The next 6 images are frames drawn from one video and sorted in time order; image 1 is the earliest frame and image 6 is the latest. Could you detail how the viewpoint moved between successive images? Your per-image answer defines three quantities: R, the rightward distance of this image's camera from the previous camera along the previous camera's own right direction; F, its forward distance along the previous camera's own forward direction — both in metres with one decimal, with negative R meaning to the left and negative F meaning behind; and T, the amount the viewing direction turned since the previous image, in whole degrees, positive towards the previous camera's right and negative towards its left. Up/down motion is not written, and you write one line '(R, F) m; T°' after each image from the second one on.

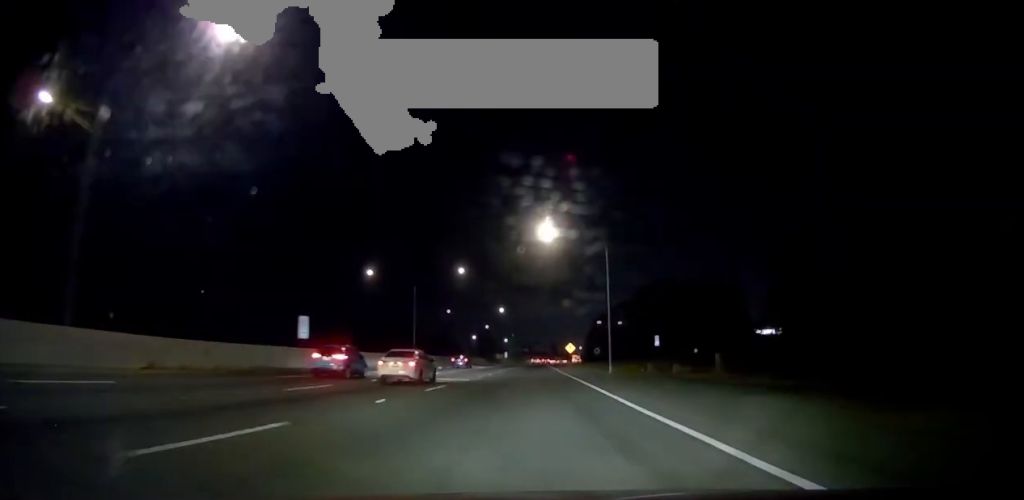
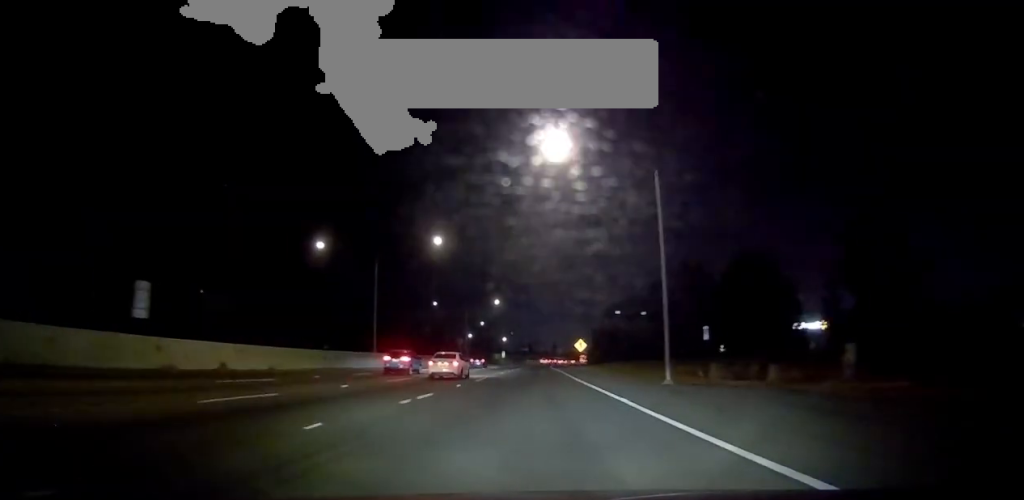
(+0.3, +19.9) m; 0°
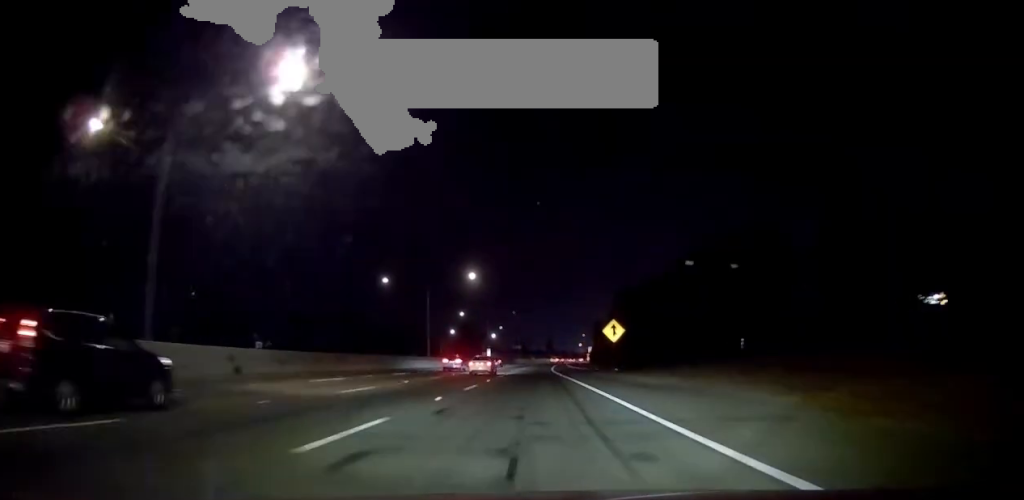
(-0.9, +37.3) m; -1°
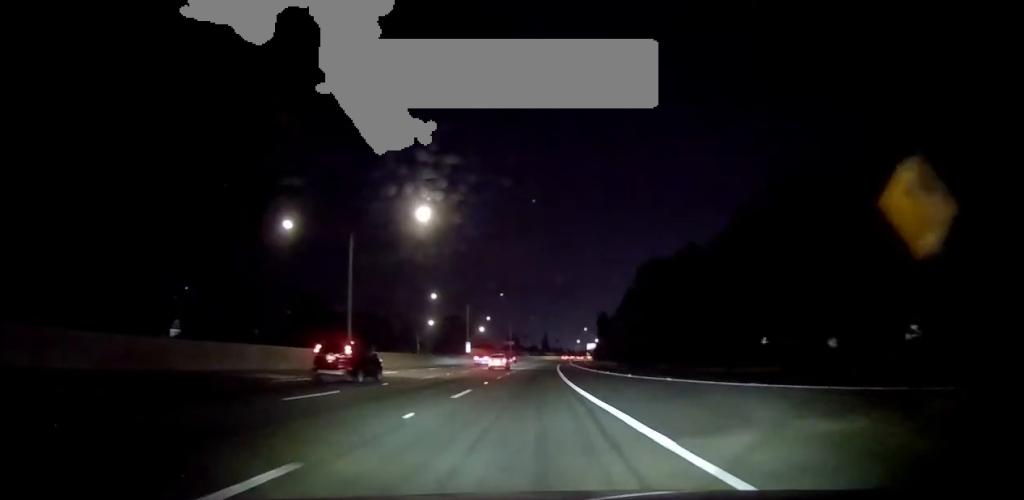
(+0.1, +35.9) m; +1°
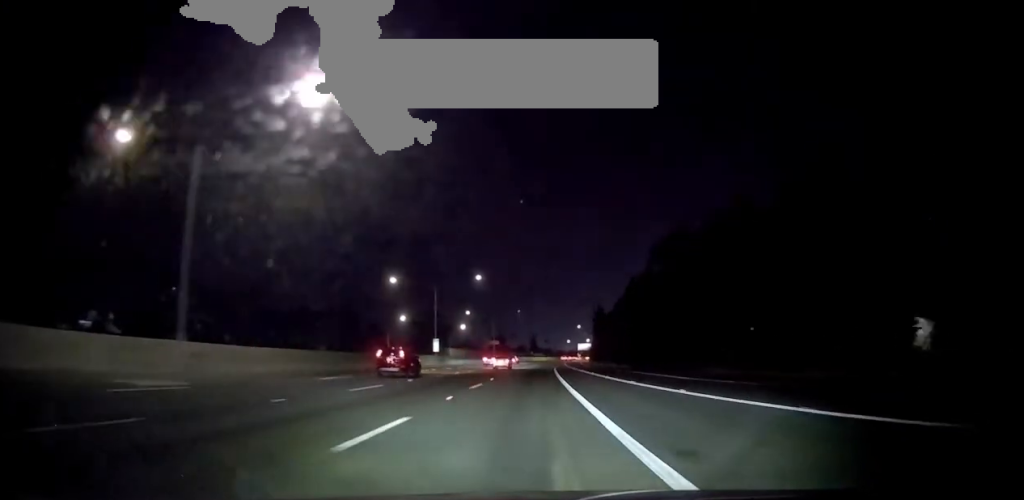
(+0.6, +24.6) m; +3°
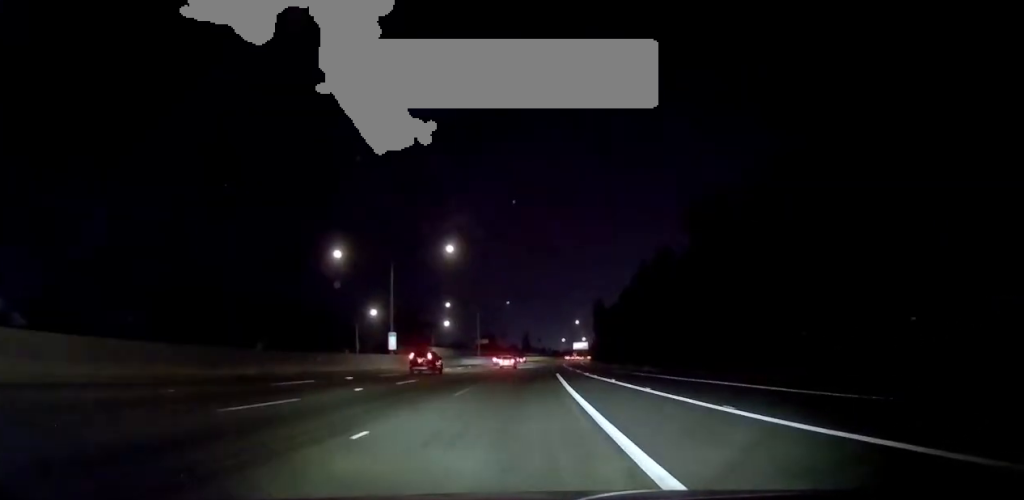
(+0.4, +23.0) m; 0°
